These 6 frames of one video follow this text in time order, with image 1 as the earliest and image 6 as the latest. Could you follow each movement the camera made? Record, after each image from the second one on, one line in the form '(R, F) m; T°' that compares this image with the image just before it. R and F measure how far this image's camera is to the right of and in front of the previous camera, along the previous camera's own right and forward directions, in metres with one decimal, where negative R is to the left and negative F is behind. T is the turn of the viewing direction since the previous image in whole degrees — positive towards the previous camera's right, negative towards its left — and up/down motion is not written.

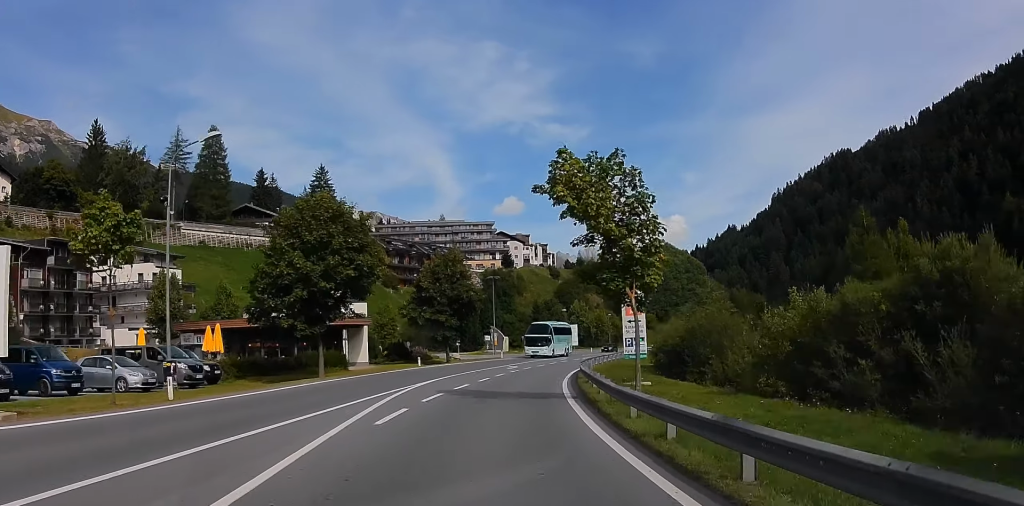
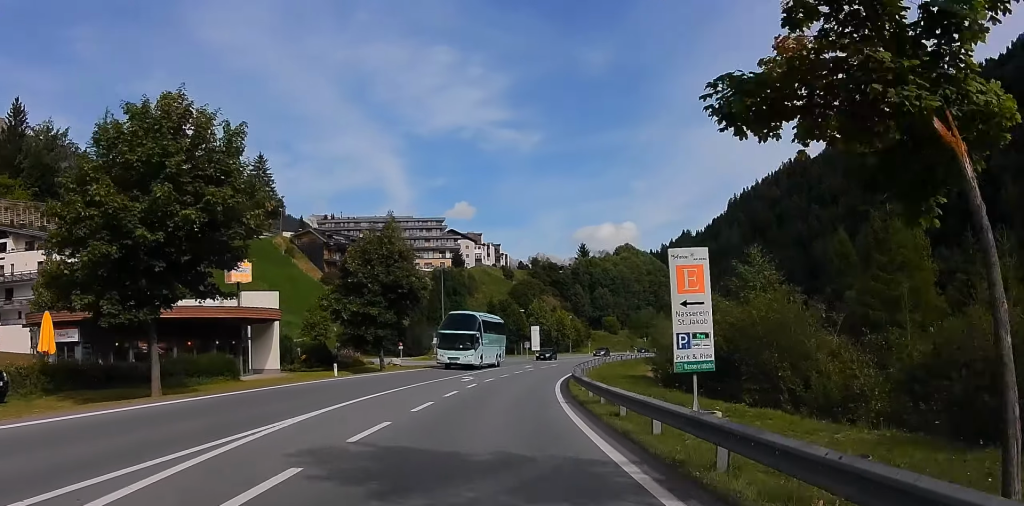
(+0.6, +14.4) m; +6°
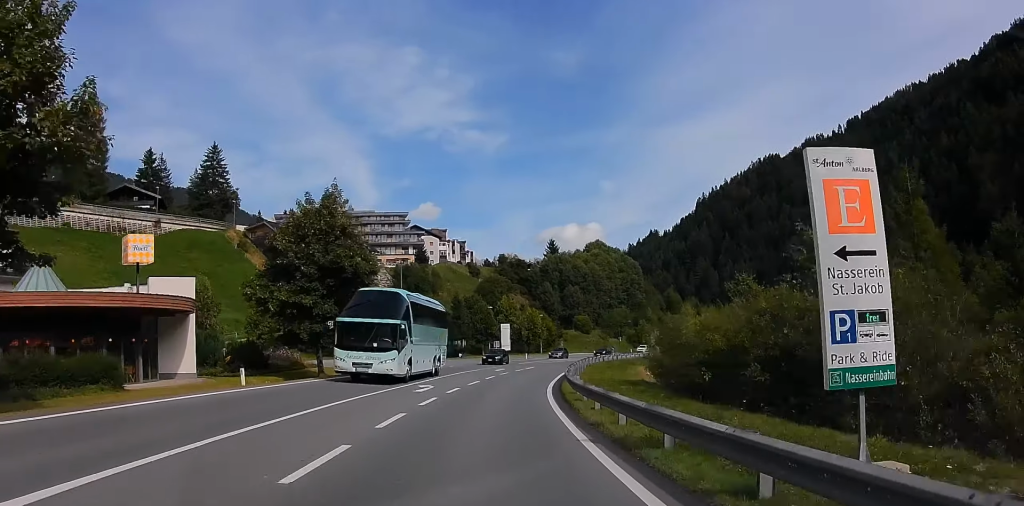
(+0.3, +9.4) m; +3°
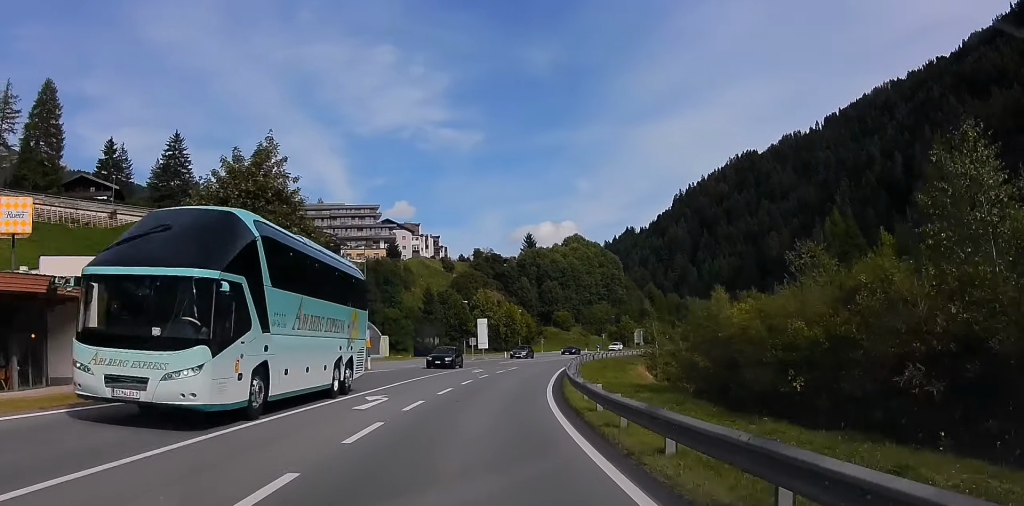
(+0.5, +8.5) m; +1°
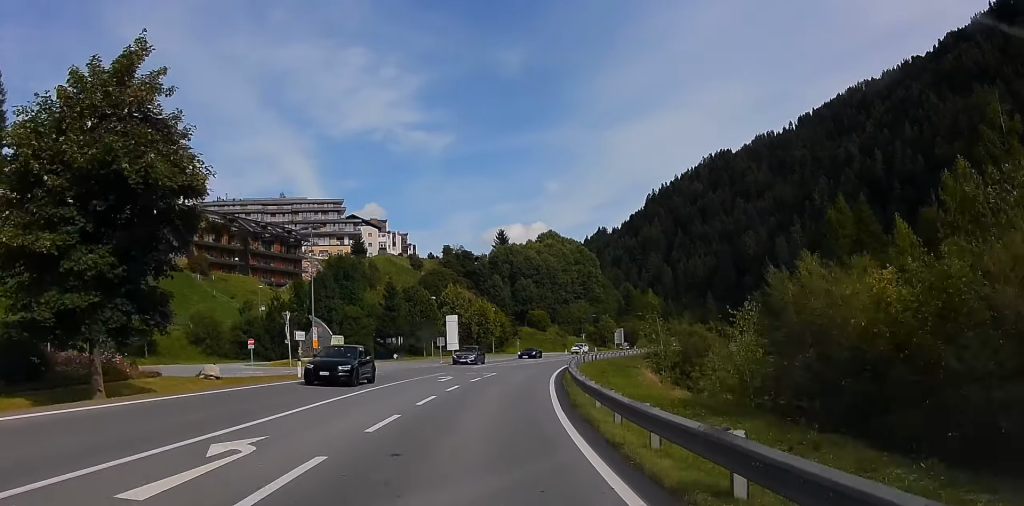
(0.0, +10.6) m; +1°
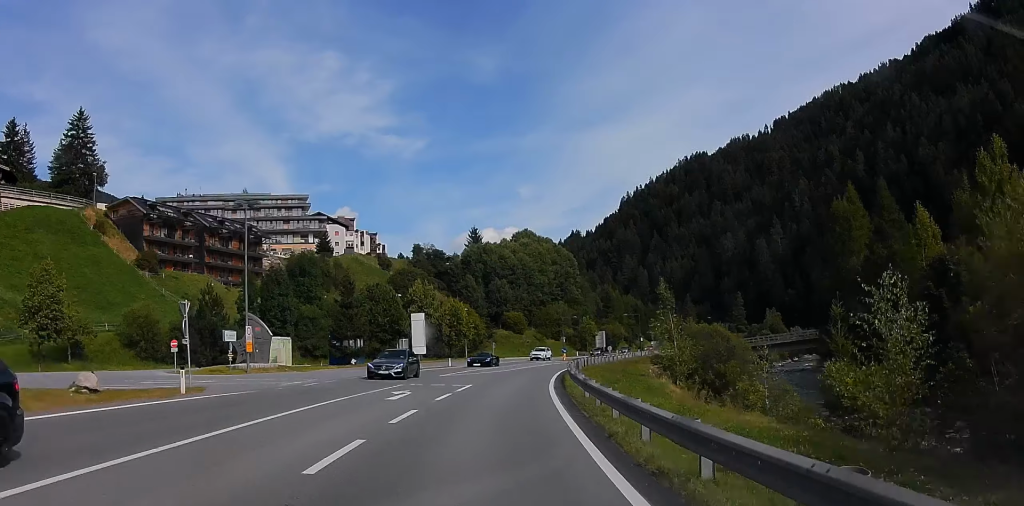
(-0.1, +10.1) m; 0°
